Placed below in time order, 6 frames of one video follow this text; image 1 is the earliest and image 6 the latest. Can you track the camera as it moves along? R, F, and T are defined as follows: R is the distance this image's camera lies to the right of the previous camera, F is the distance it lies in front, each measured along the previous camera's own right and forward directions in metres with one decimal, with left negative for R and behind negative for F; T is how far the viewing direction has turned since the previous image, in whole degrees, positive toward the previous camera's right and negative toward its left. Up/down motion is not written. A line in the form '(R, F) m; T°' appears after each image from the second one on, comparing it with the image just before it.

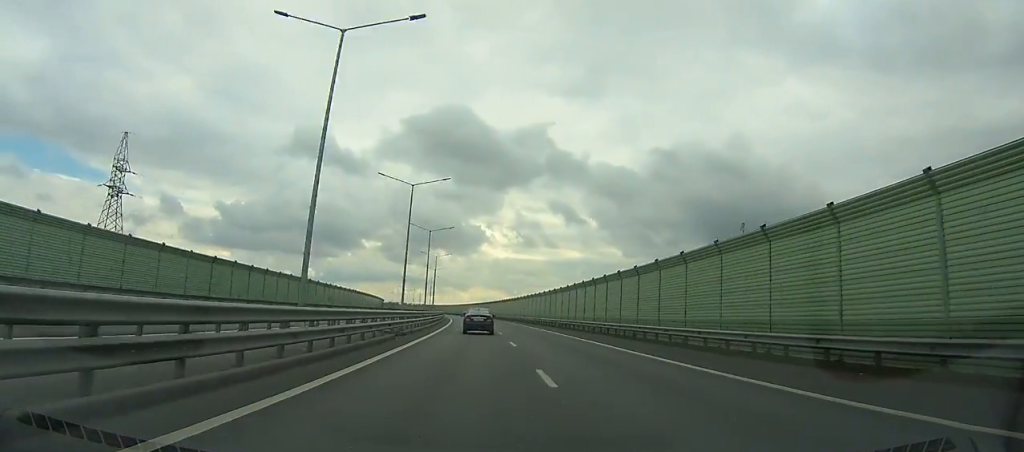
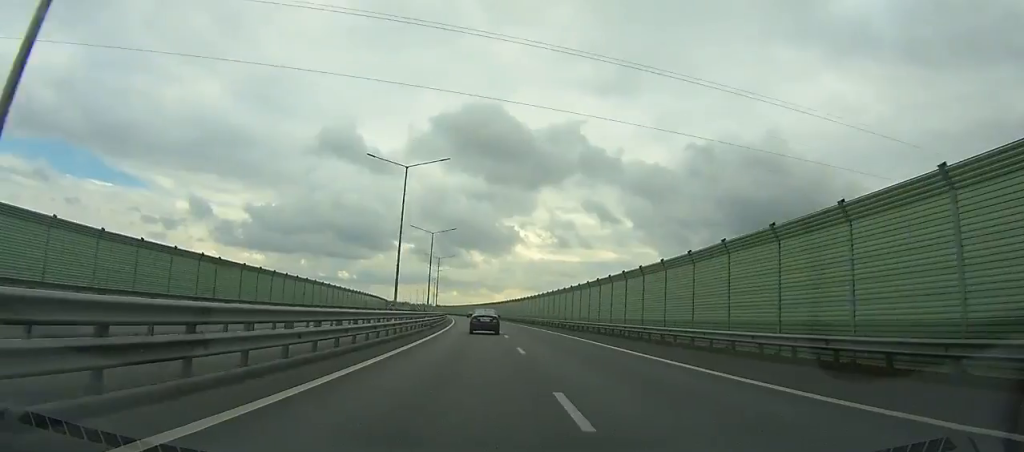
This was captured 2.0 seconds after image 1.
(-1.4, +65.4) m; -3°
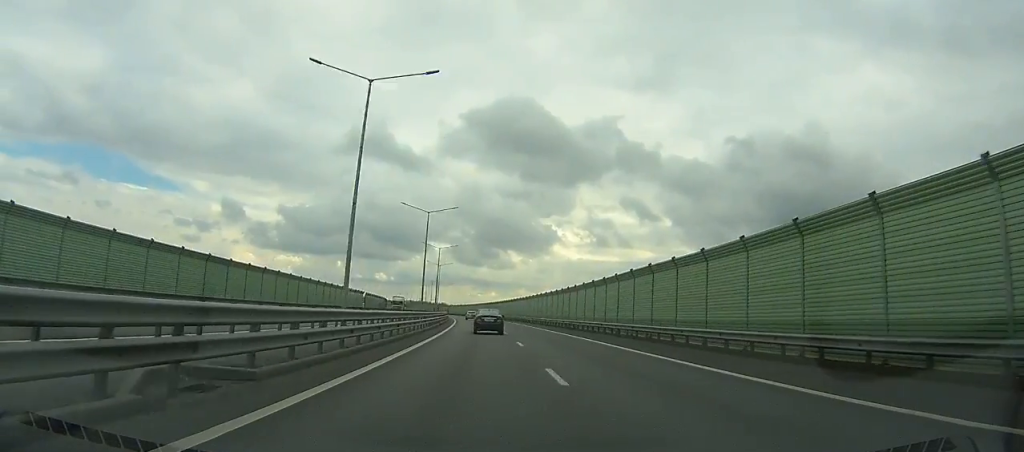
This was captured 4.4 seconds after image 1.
(-2.1, +80.0) m; -4°
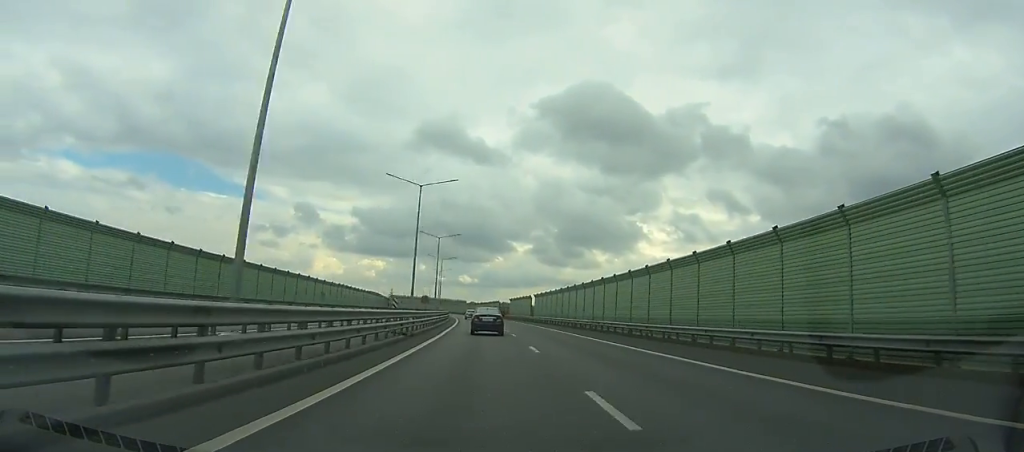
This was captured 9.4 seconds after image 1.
(-13.4, +170.8) m; -8°
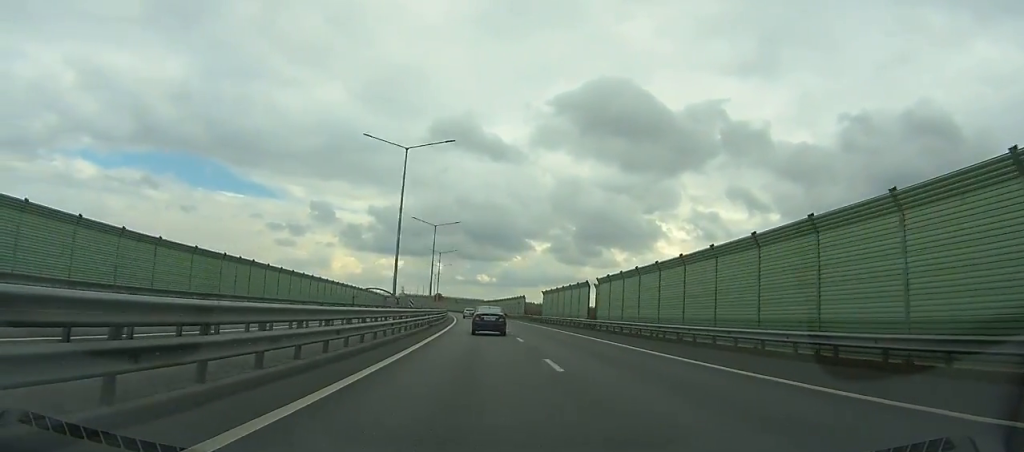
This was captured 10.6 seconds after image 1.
(-0.3, +41.6) m; -2°
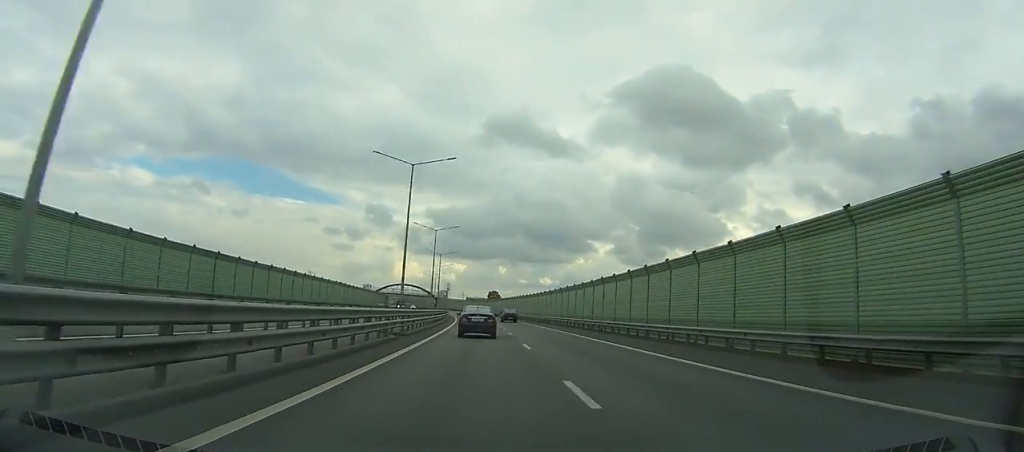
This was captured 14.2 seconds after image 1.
(-6.5, +124.7) m; -6°
